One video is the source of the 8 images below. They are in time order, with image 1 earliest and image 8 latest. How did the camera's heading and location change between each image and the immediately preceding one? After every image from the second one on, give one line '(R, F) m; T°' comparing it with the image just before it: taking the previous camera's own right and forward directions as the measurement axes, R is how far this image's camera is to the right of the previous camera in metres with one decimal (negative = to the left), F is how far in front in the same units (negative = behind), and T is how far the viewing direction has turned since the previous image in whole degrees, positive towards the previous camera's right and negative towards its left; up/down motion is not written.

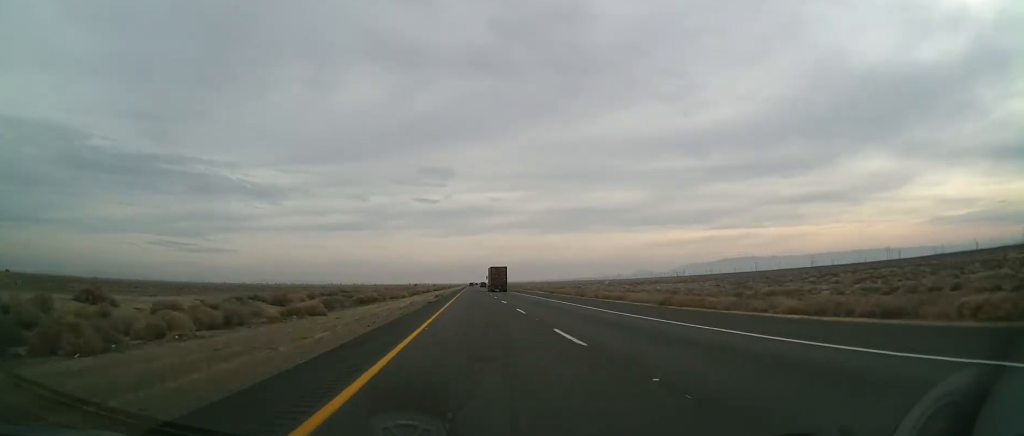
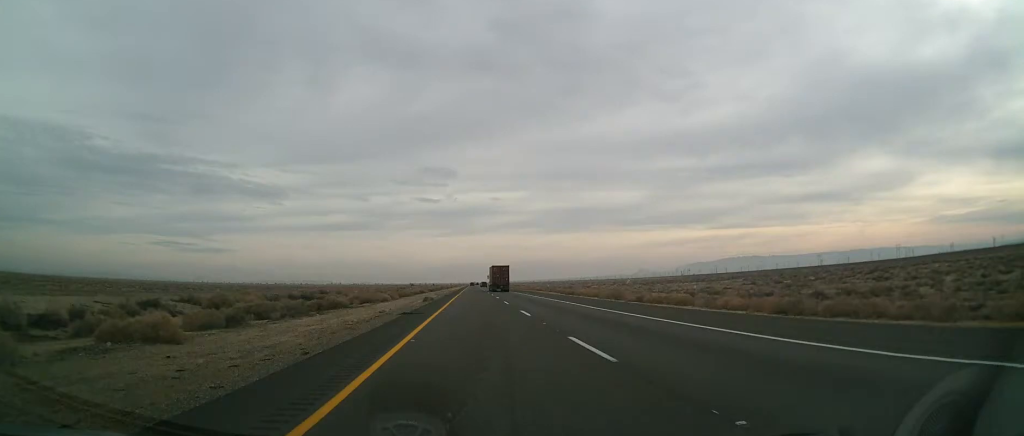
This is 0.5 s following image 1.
(+0.1, +17.3) m; 0°
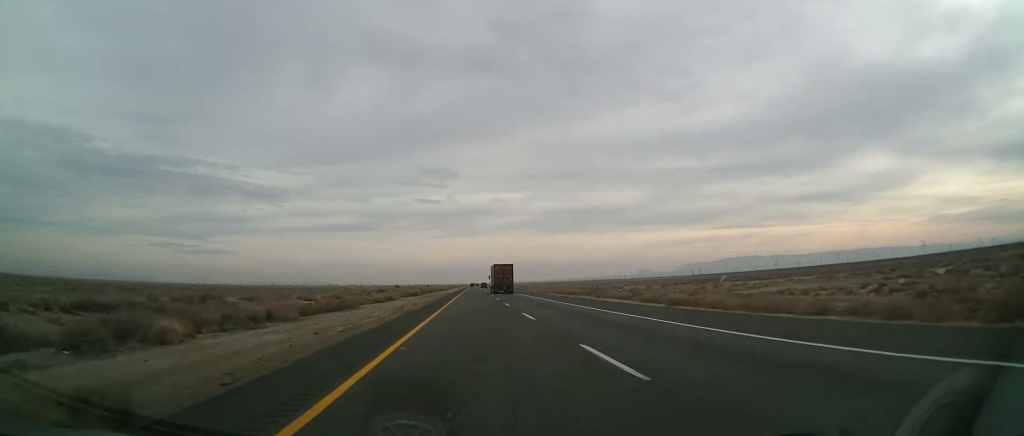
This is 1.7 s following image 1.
(0.0, +45.9) m; 0°
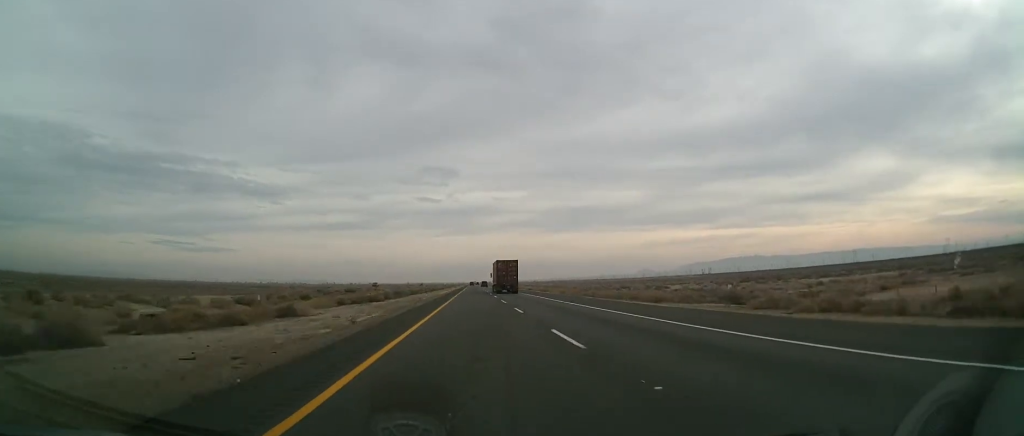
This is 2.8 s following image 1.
(0.0, +39.6) m; 0°
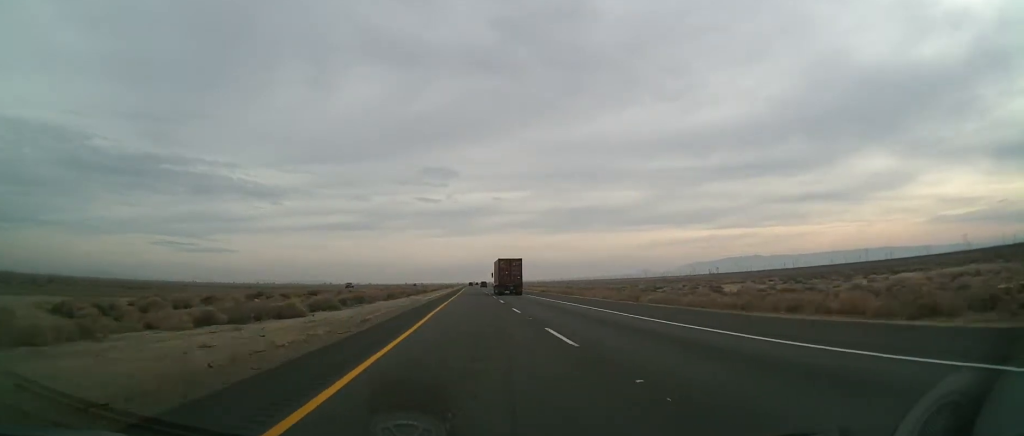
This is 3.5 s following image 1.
(0.0, +28.5) m; 0°
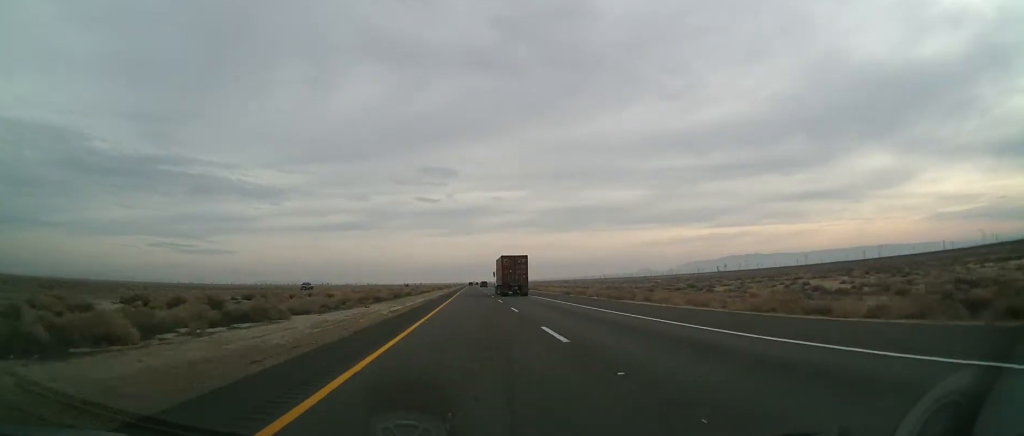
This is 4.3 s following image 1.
(0.0, +28.5) m; 0°
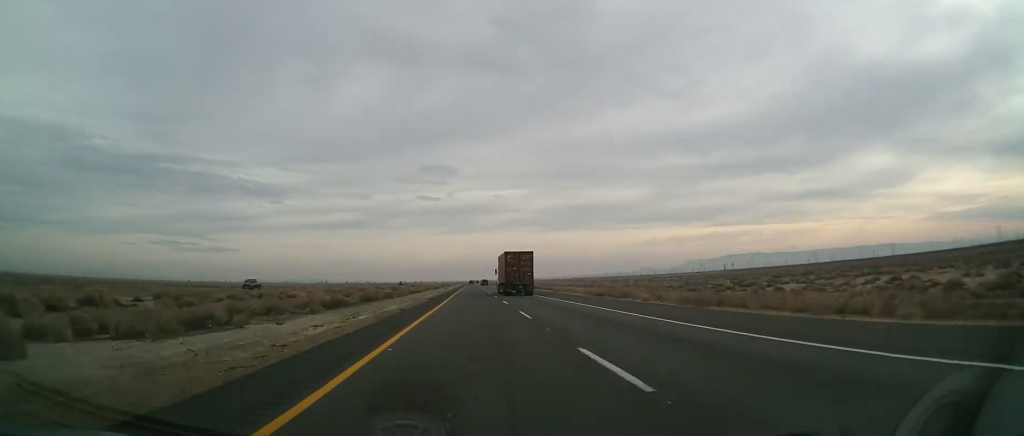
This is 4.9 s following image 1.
(0.0, +21.0) m; 0°
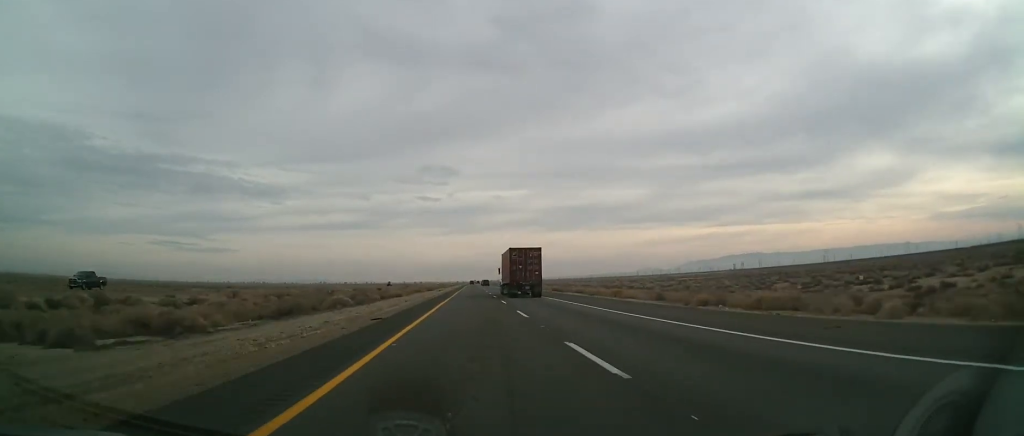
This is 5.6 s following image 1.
(0.0, +28.3) m; 0°
